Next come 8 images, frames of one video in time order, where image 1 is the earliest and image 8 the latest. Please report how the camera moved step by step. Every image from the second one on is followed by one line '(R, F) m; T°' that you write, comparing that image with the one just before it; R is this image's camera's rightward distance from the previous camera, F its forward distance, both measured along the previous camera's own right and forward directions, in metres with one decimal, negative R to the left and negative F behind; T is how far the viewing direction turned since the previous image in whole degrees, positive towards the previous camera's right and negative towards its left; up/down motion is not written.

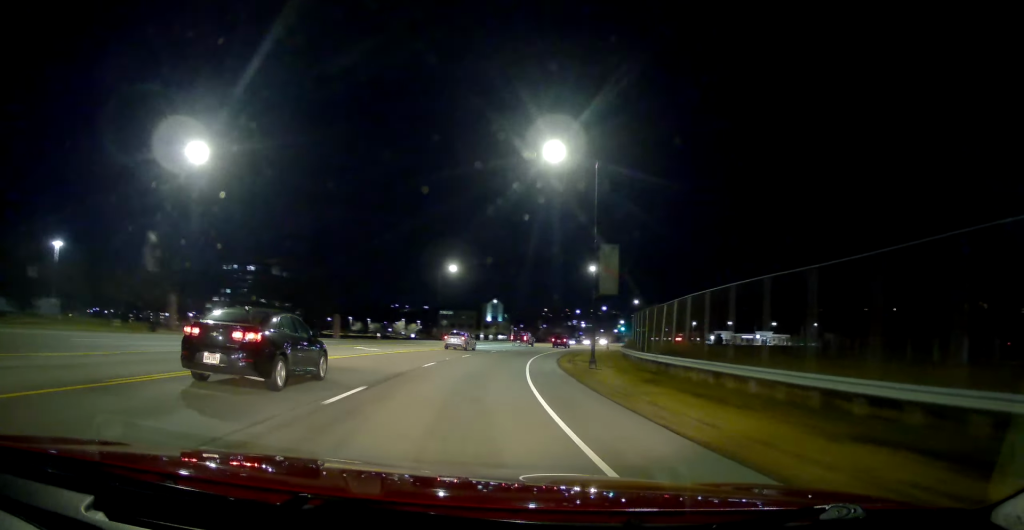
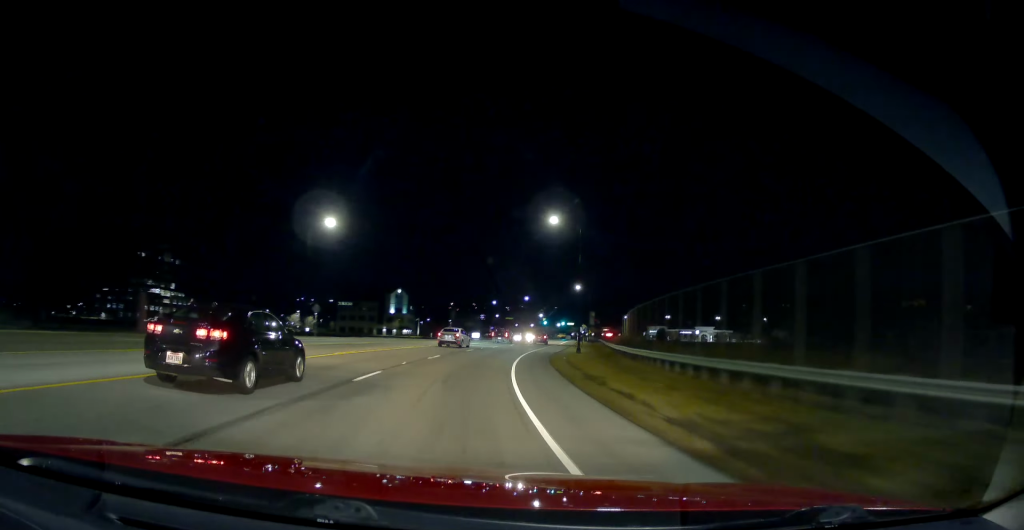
(+2.1, +31.8) m; +7°
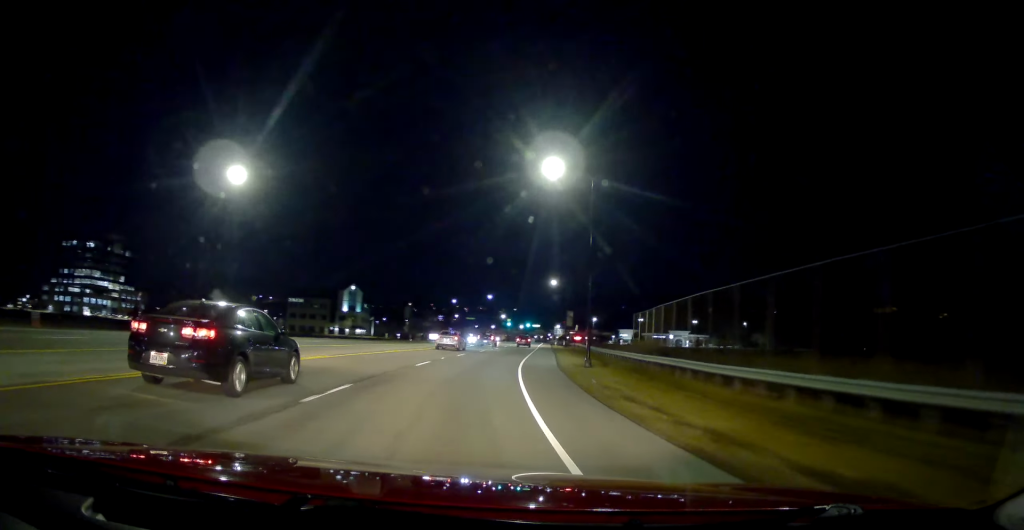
(+0.4, +16.5) m; +4°
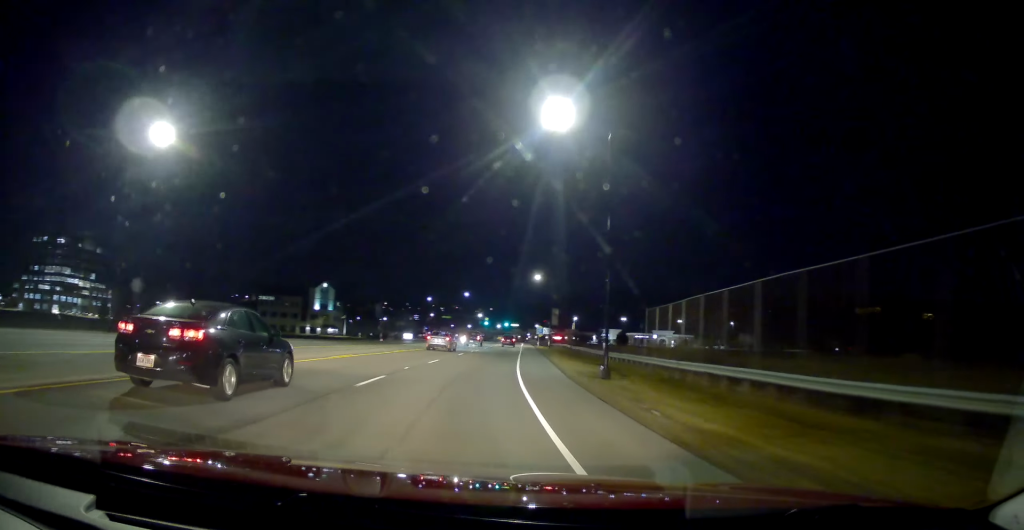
(+0.1, +8.6) m; +3°
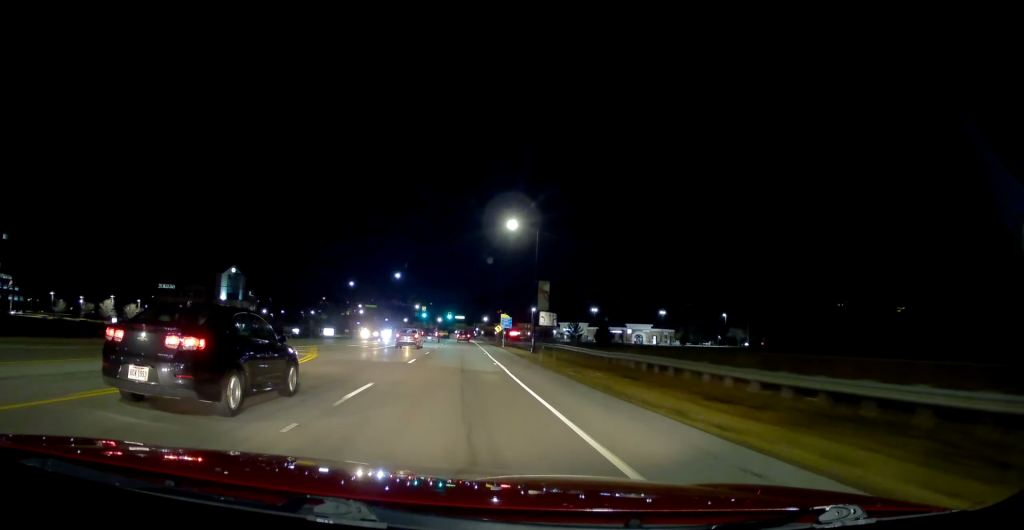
(+3.0, +39.8) m; +6°
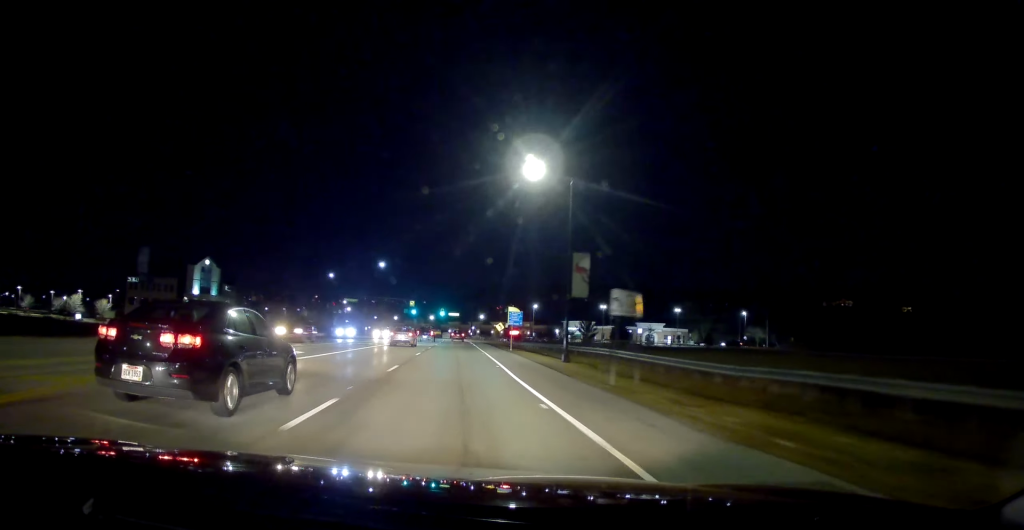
(+0.3, +16.8) m; +2°
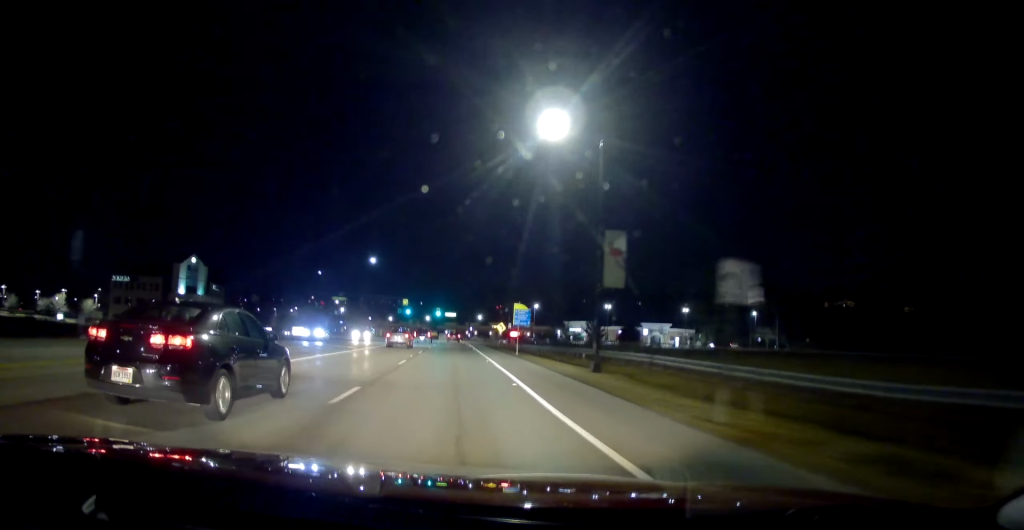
(0.0, +7.7) m; +1°
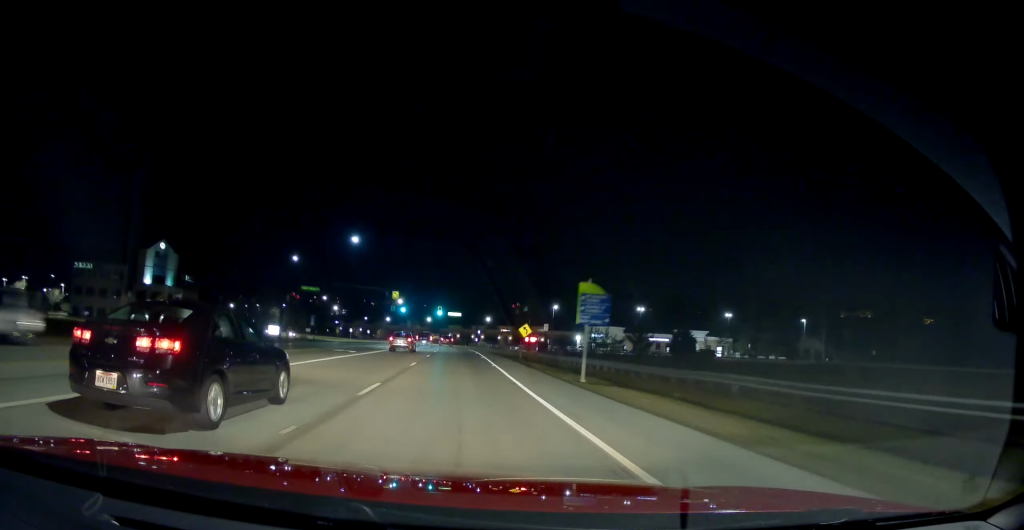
(+0.5, +22.3) m; +1°
